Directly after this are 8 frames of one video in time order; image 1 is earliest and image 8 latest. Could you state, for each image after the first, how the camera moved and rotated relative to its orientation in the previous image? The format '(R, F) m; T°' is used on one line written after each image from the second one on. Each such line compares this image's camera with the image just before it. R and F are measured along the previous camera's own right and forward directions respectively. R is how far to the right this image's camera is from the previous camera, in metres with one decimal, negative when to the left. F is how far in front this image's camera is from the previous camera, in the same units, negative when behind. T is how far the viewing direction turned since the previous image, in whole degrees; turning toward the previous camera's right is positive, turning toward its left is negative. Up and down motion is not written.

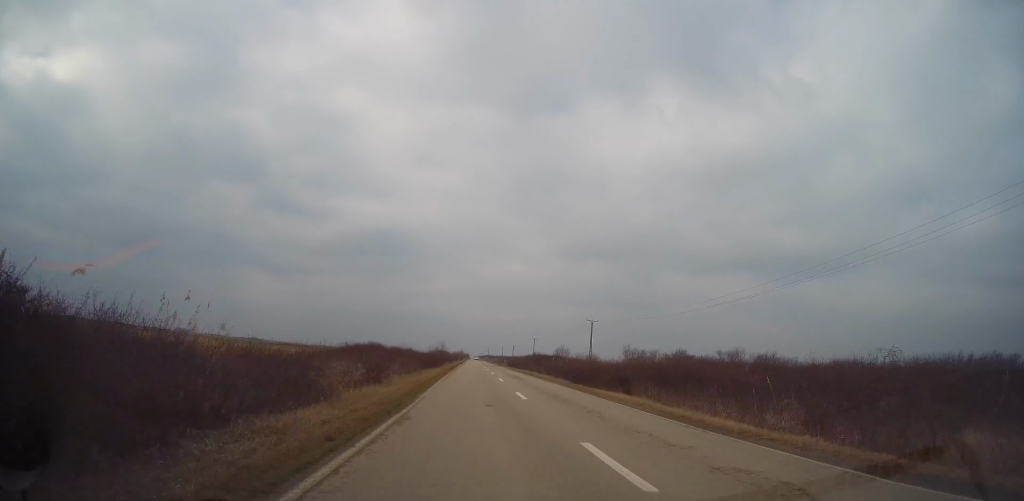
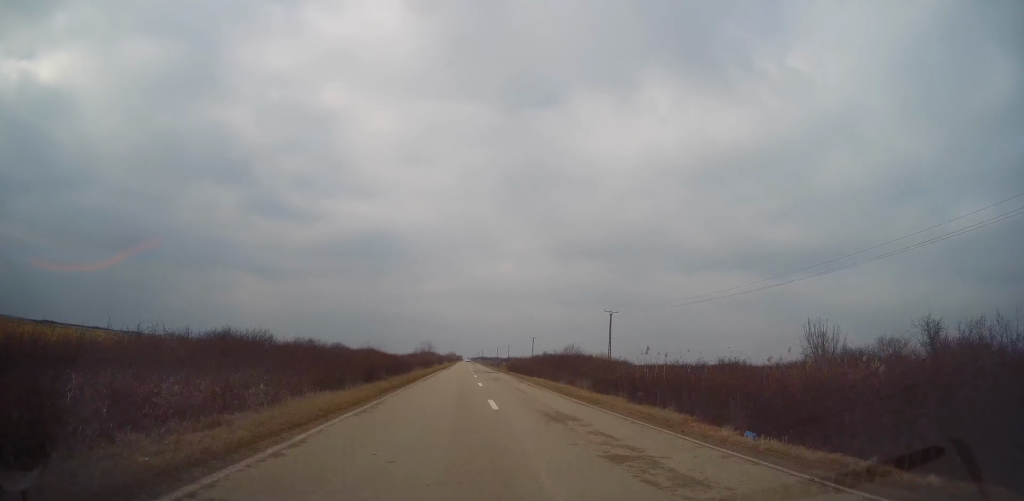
(+0.5, +27.1) m; +1°
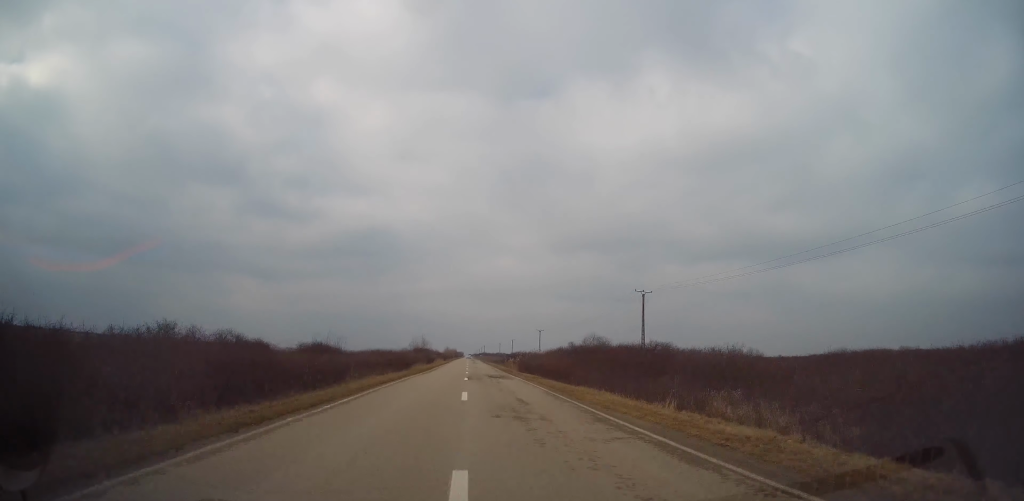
(0.0, +21.8) m; 0°
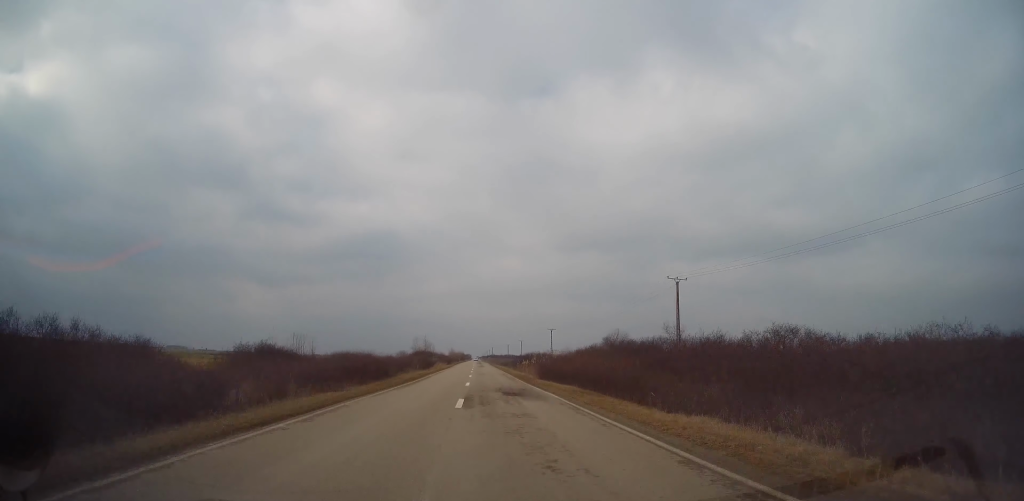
(0.0, +12.8) m; 0°
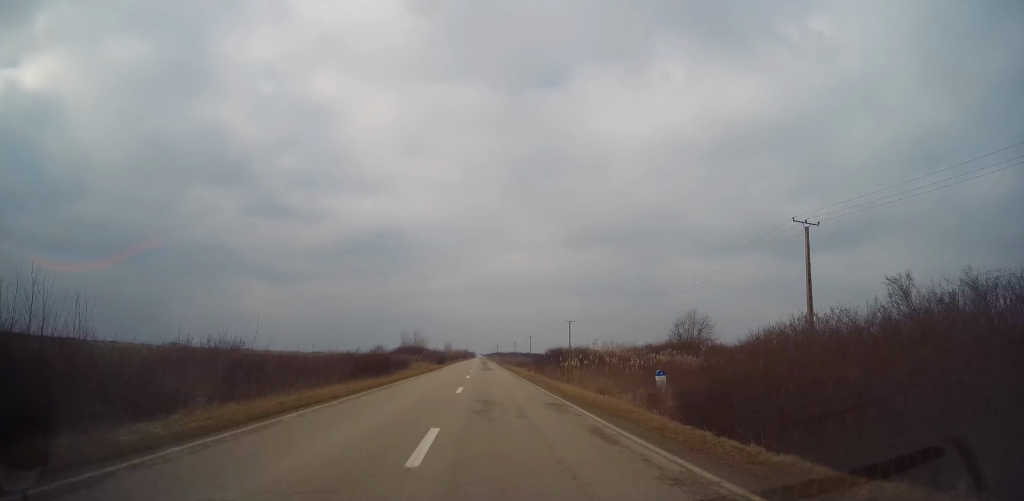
(-0.3, +30.3) m; 0°
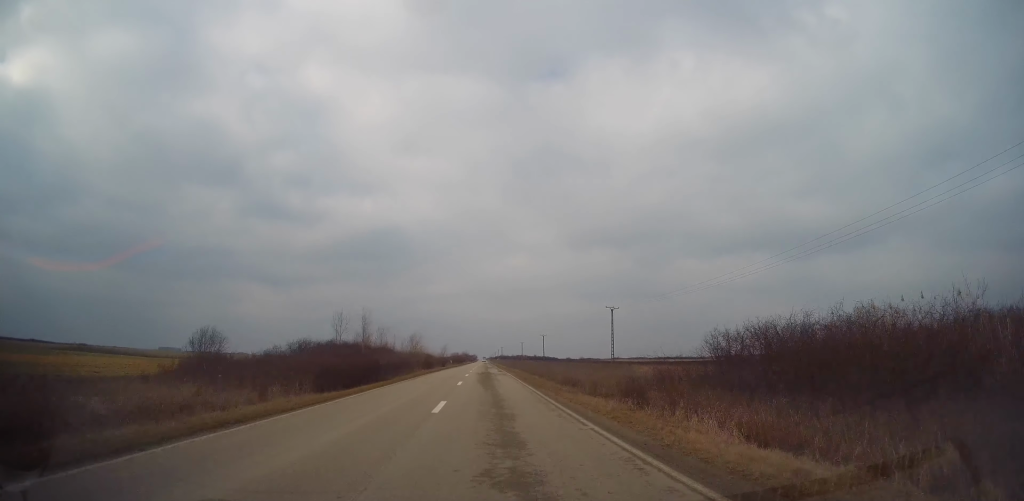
(-0.1, +51.7) m; -1°
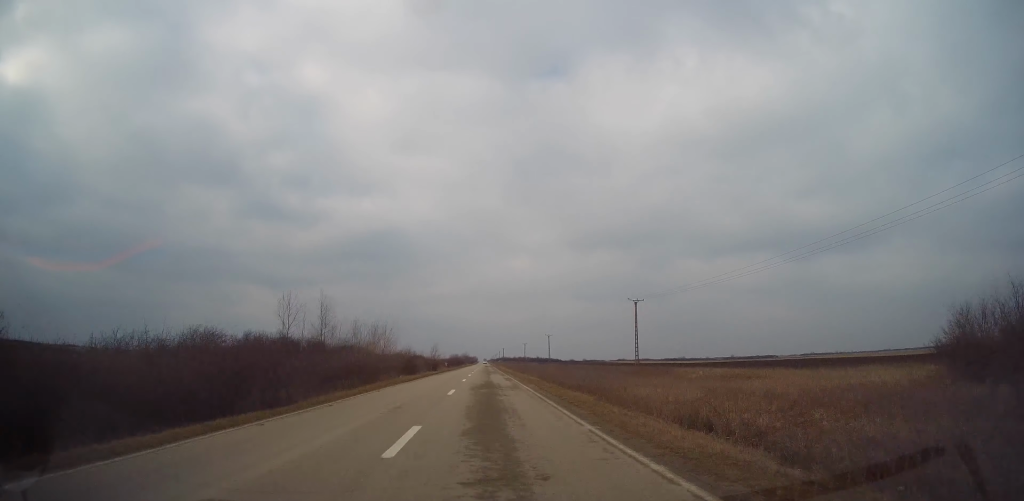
(-0.2, +16.8) m; 0°
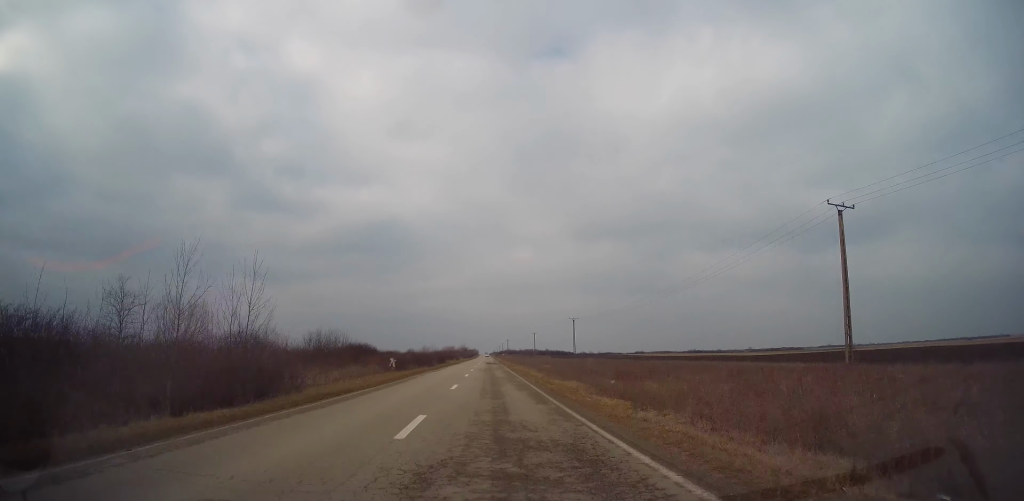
(+0.1, +56.9) m; 0°
